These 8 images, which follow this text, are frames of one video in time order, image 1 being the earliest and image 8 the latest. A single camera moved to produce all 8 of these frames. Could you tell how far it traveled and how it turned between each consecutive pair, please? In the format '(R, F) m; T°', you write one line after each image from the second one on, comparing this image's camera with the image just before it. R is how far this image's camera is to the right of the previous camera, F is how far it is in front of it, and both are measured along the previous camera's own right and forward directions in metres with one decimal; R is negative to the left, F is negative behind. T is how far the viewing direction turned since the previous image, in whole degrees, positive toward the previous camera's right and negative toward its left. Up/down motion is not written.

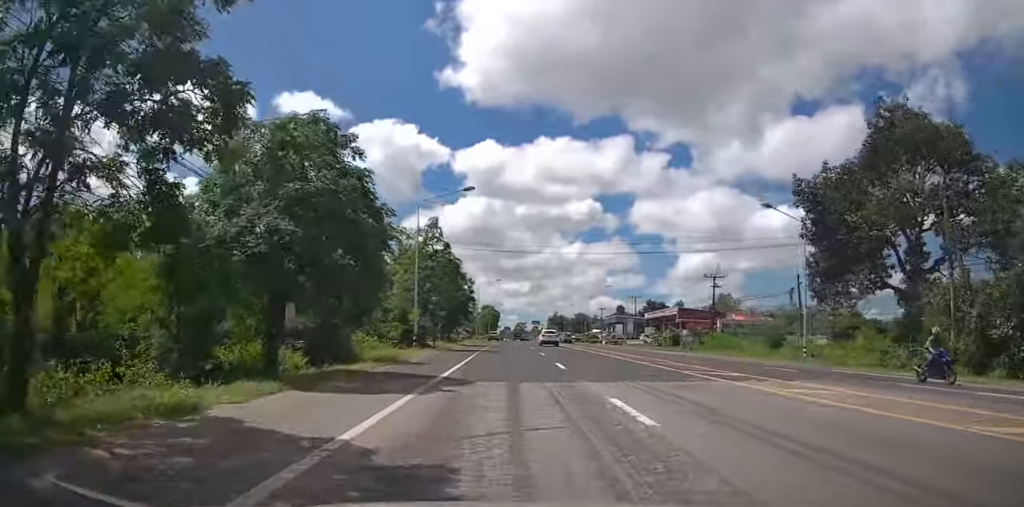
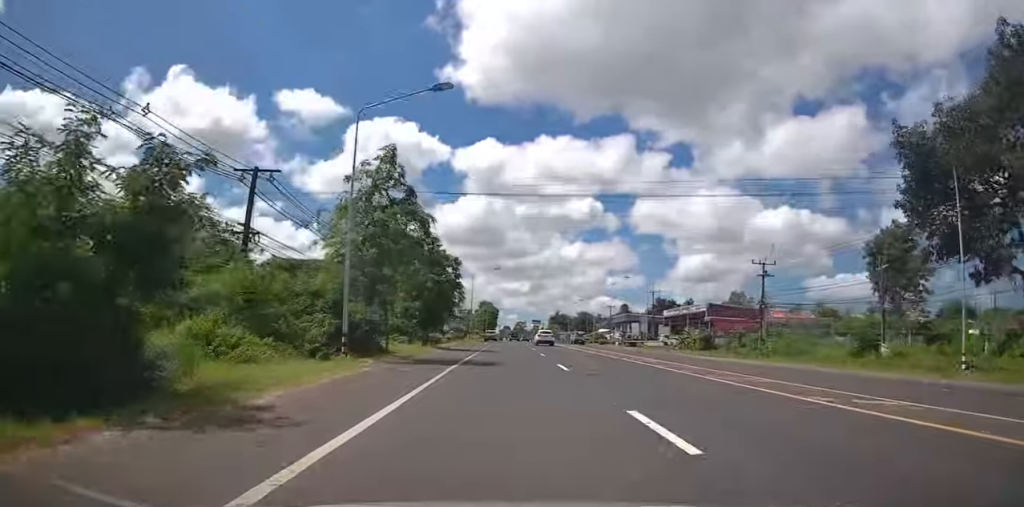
(-0.3, +13.6) m; 0°
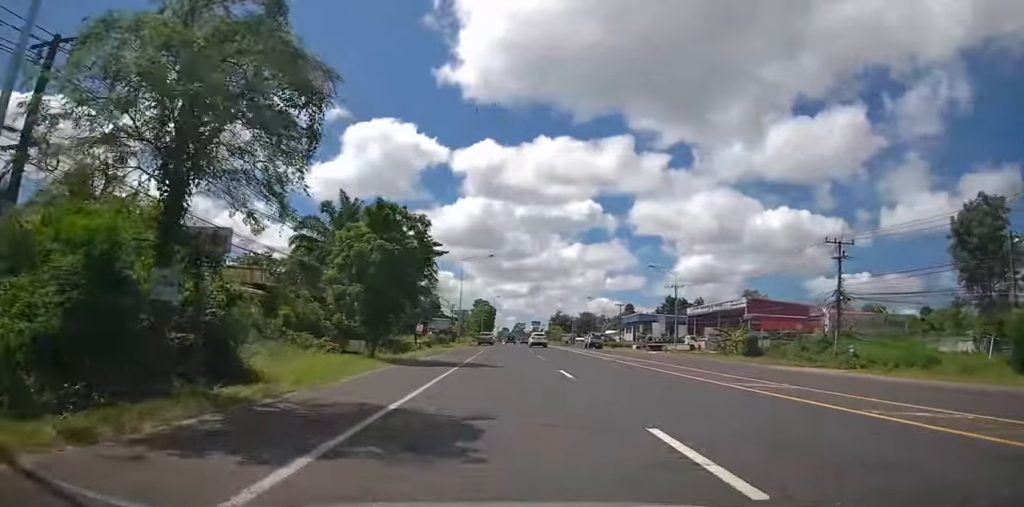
(+0.1, +13.8) m; +1°
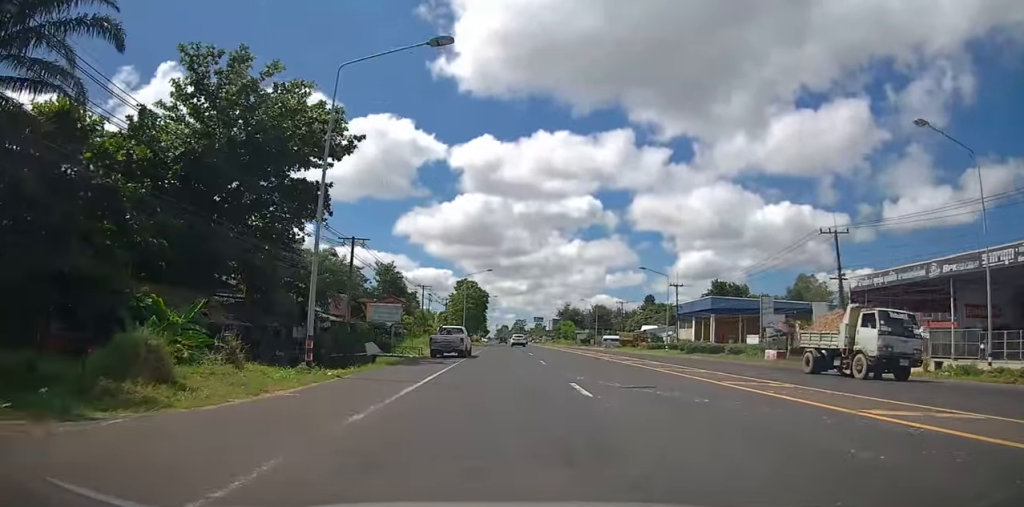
(+0.4, +42.2) m; +1°
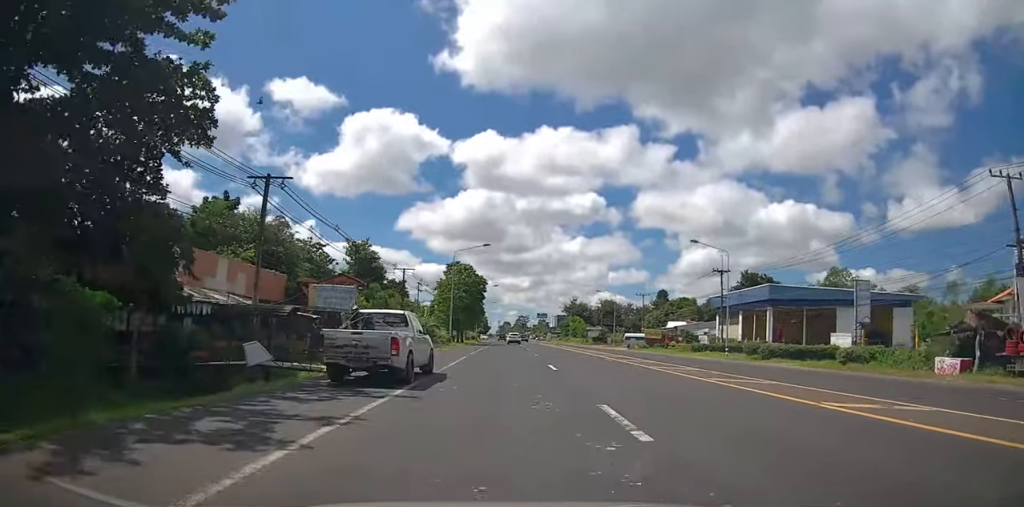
(0.0, +16.8) m; 0°
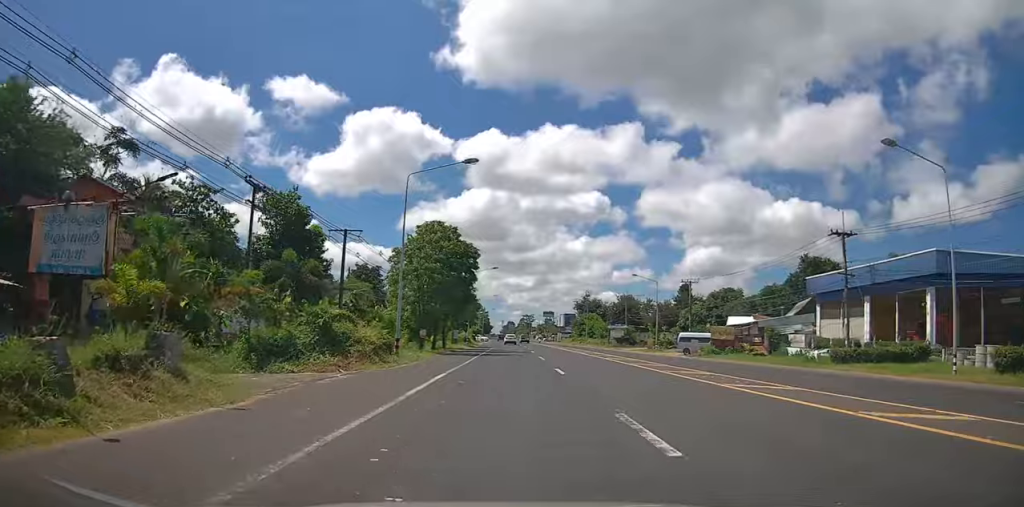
(-0.1, +25.2) m; 0°
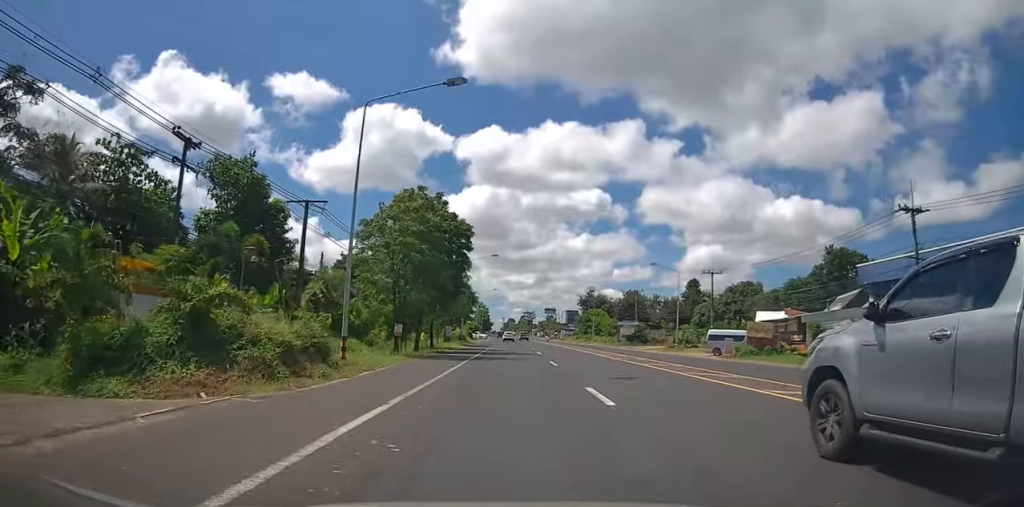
(0.0, +8.3) m; 0°
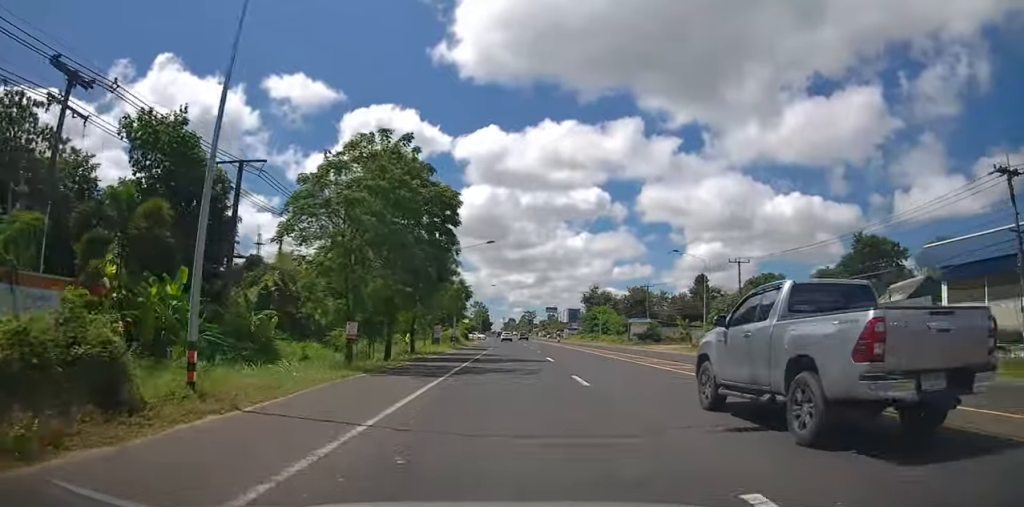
(0.0, +8.6) m; 0°
